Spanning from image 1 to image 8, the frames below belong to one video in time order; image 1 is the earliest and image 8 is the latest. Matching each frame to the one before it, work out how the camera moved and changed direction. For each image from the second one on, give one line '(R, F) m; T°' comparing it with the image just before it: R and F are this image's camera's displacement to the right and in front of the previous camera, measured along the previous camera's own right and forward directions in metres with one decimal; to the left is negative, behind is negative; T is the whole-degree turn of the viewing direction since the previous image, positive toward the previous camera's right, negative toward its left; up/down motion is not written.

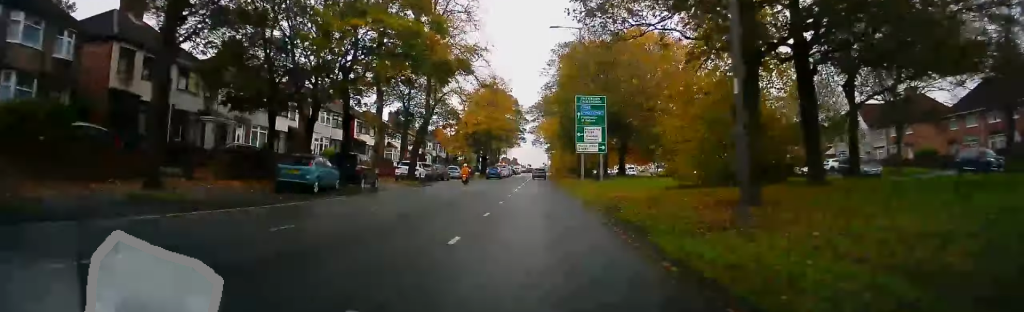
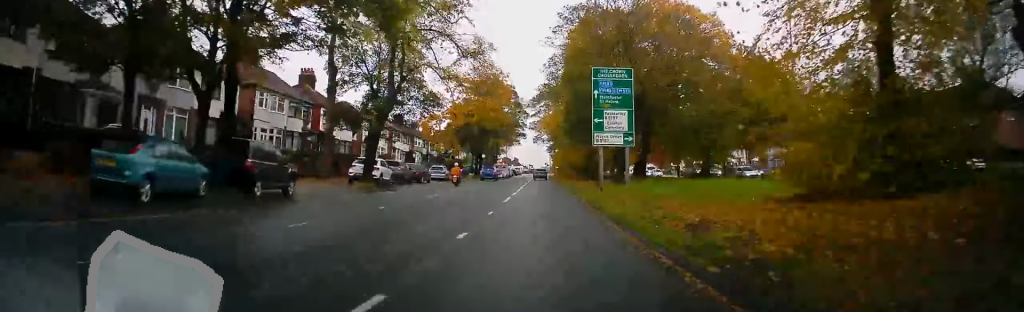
(0.0, +11.3) m; 0°
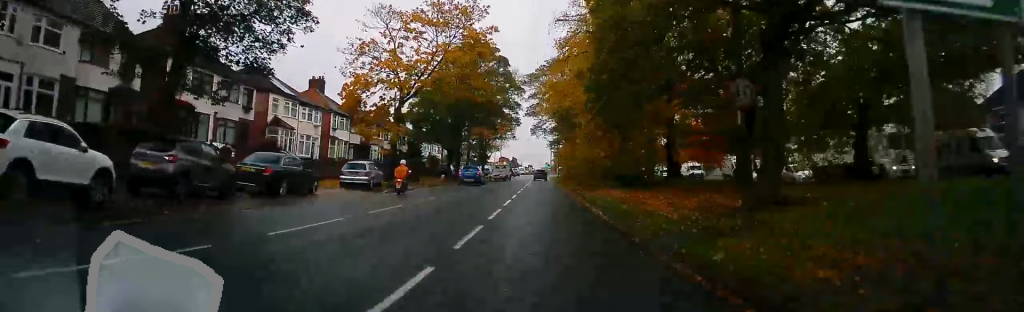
(-0.1, +24.9) m; -1°
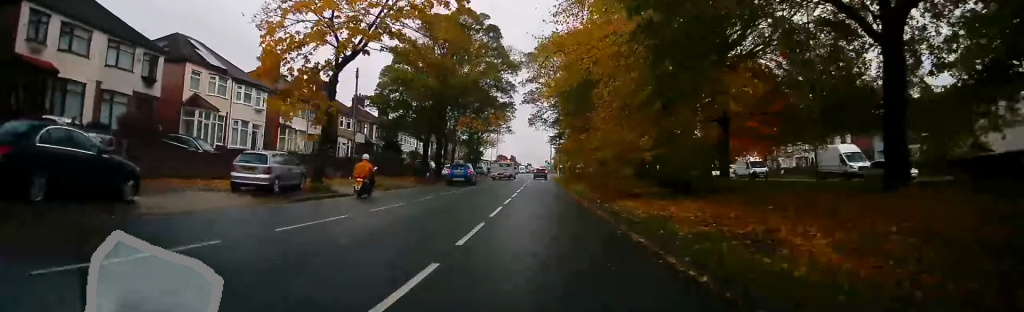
(-0.1, +11.7) m; 0°
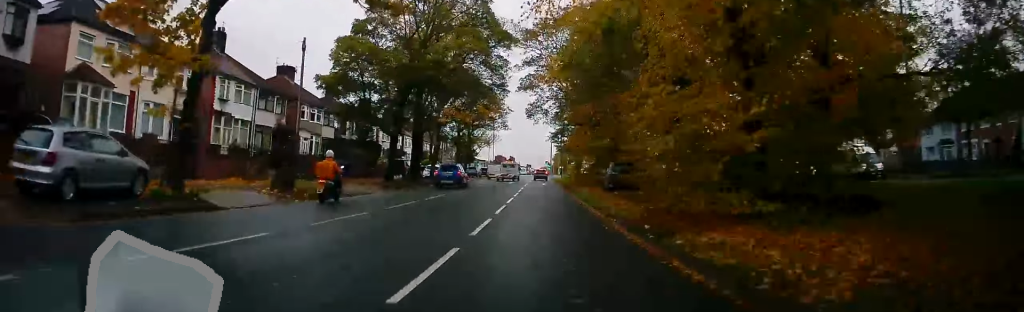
(+0.1, +10.3) m; 0°
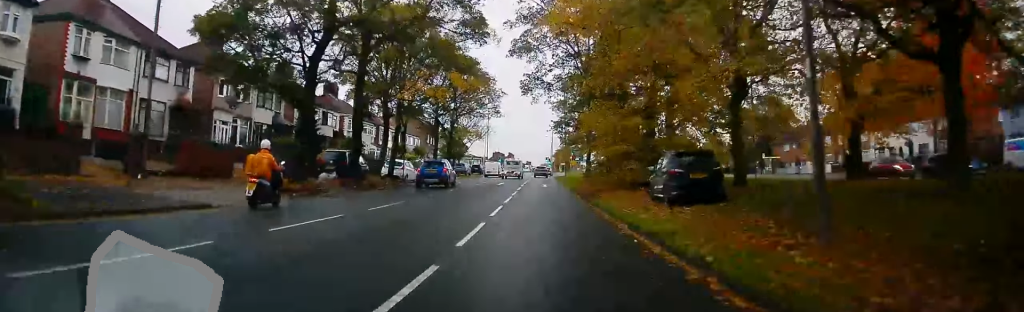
(-0.1, +14.0) m; 0°
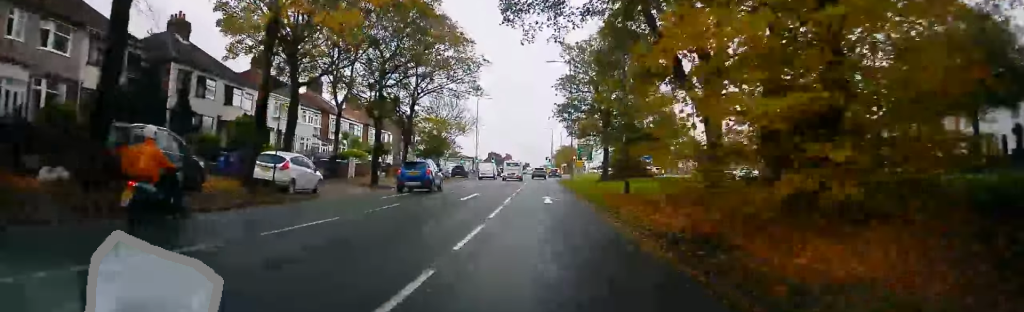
(+0.4, +18.2) m; +3°
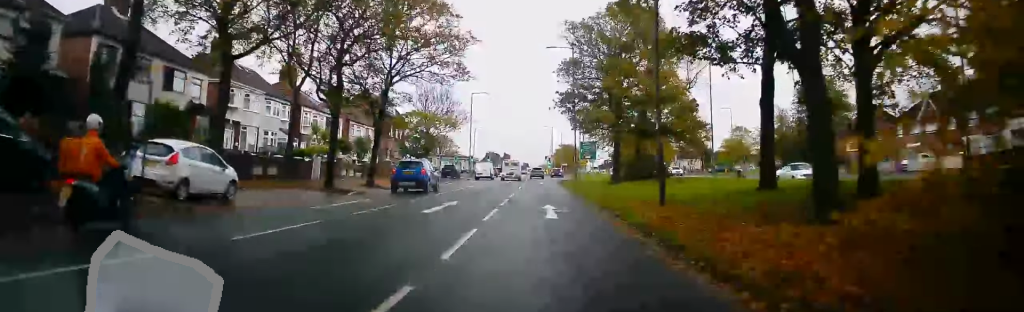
(+0.3, +7.0) m; 0°
